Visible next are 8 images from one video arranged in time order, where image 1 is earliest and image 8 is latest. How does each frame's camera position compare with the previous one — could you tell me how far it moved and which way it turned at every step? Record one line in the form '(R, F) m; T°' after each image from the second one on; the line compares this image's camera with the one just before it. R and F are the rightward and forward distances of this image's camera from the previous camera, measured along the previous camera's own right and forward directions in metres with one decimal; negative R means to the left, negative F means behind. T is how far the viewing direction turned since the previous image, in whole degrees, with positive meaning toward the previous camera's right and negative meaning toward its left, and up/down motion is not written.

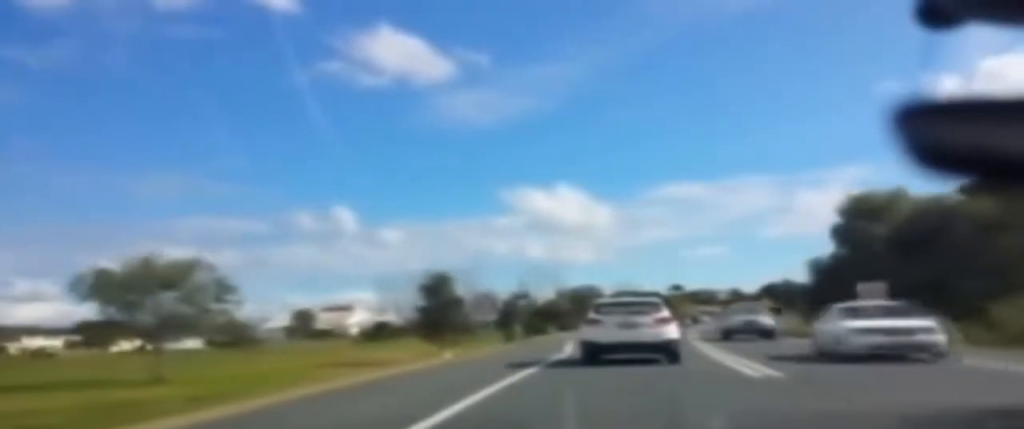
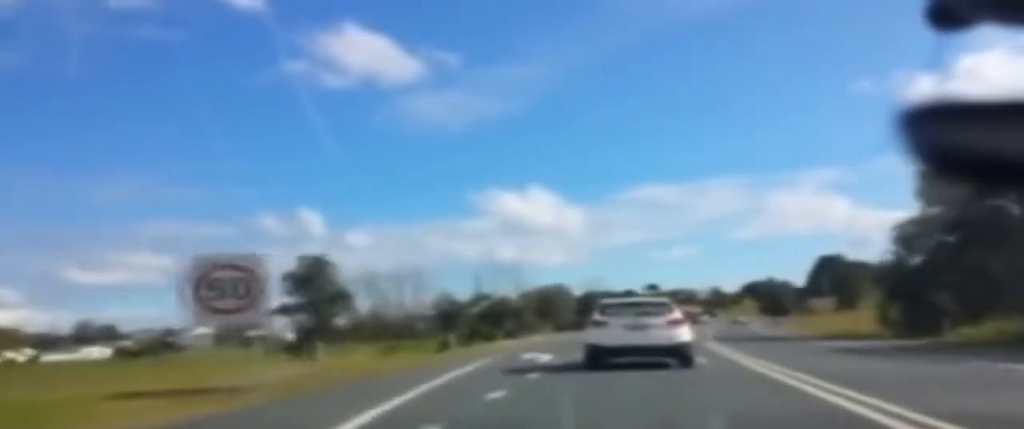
(-0.6, +25.6) m; -1°
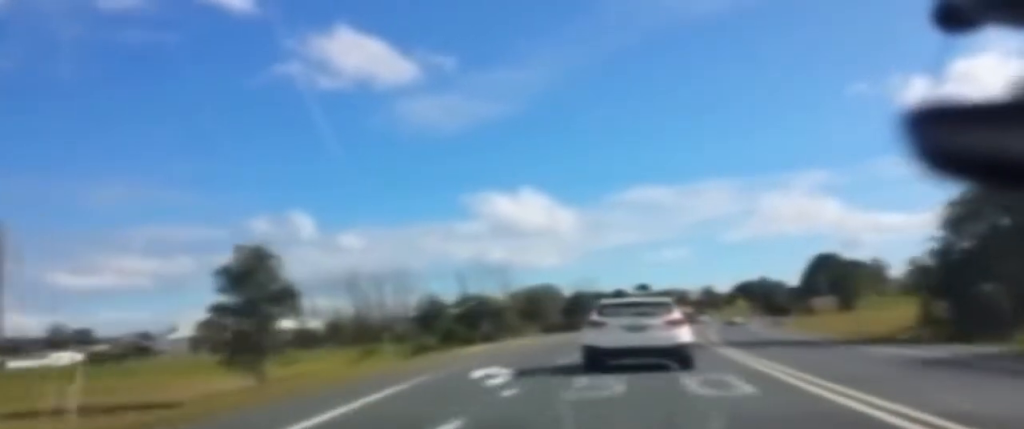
(0.0, +7.3) m; 0°
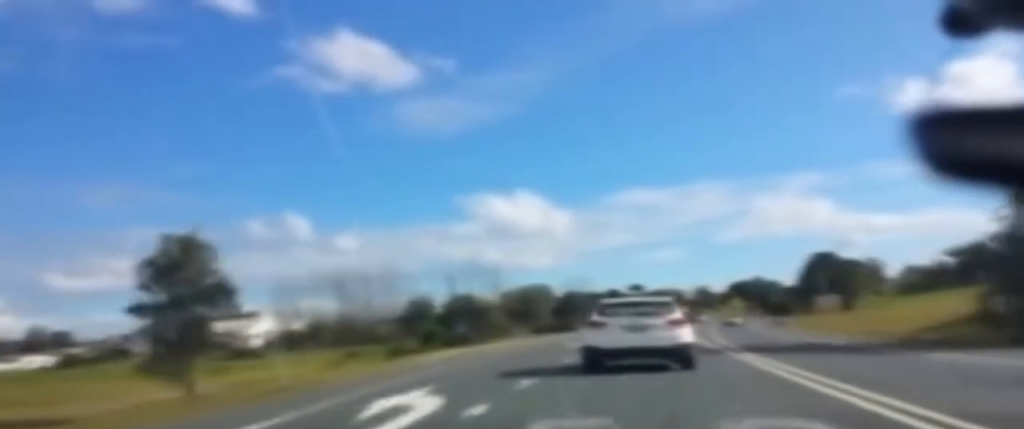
(0.0, +6.7) m; 0°
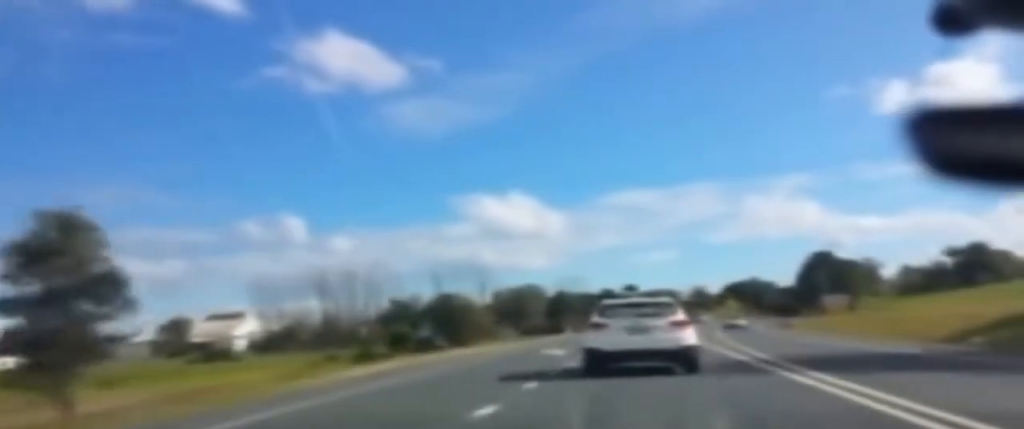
(0.0, +8.1) m; 0°
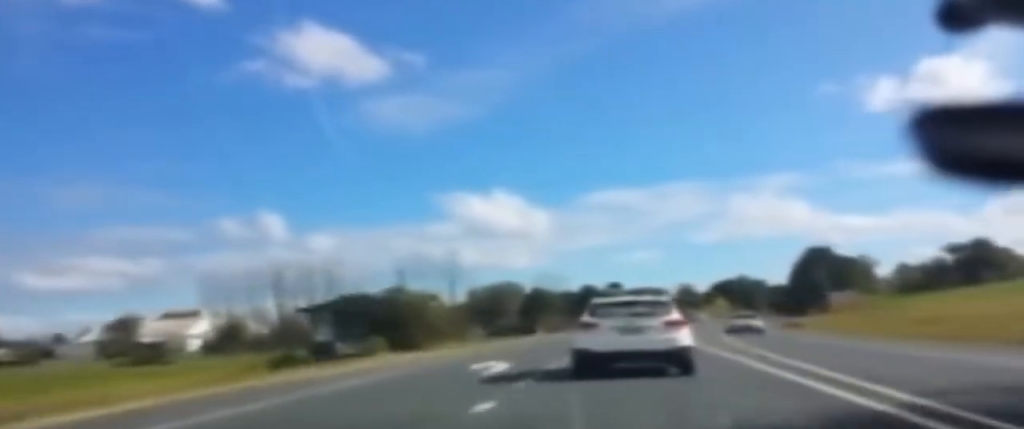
(-0.1, +11.9) m; +2°
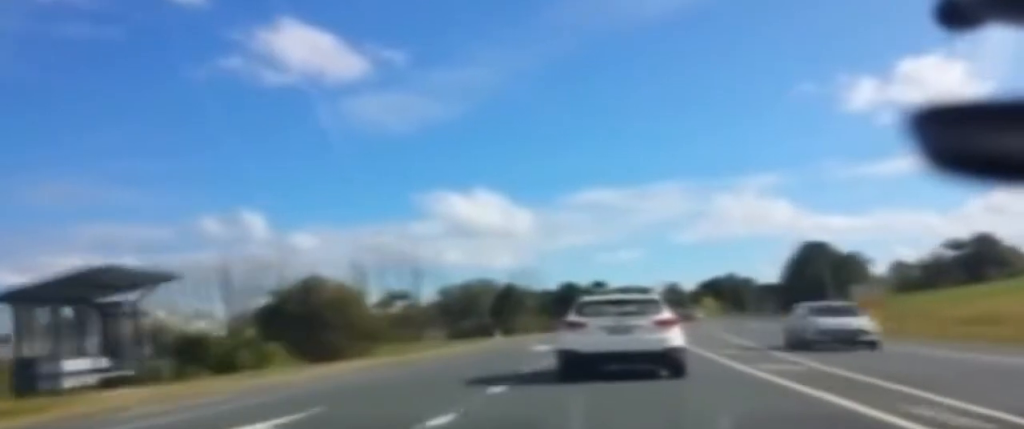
(+0.7, +13.8) m; +2°
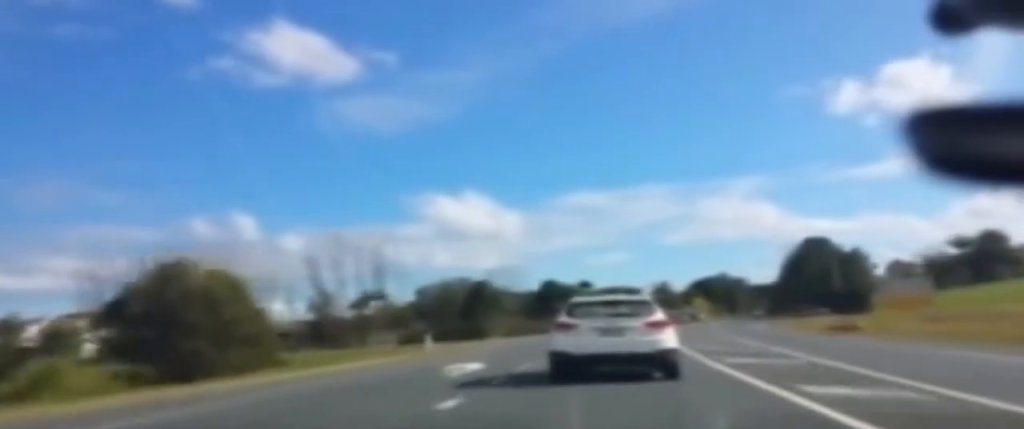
(-0.3, +14.6) m; +2°
